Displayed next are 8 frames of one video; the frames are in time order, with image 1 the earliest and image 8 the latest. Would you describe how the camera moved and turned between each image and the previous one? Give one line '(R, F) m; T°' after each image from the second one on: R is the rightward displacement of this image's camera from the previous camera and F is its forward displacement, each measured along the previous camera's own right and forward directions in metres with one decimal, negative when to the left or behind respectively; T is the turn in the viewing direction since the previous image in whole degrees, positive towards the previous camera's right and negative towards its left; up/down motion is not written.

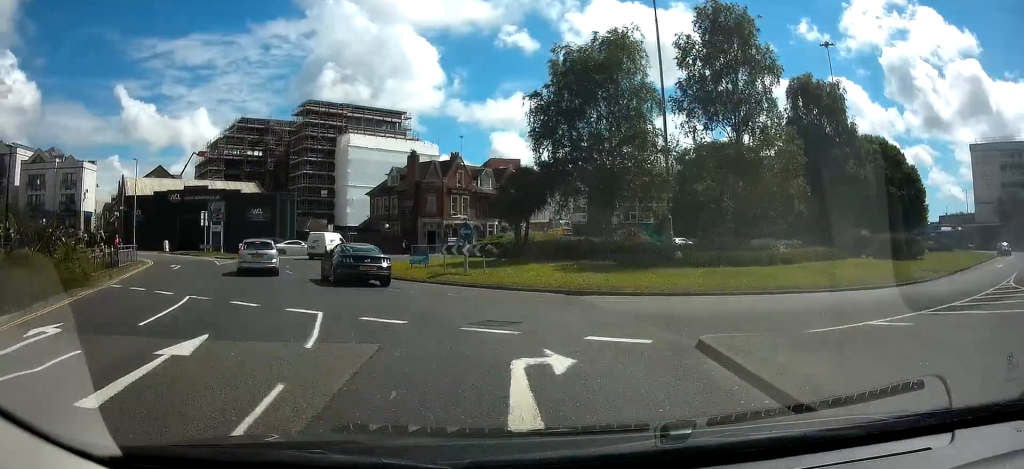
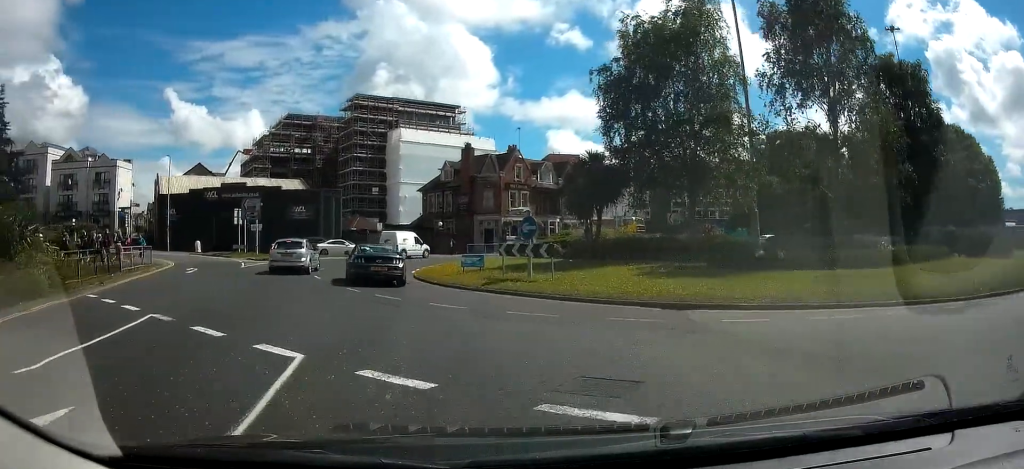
(-0.9, +4.4) m; +3°
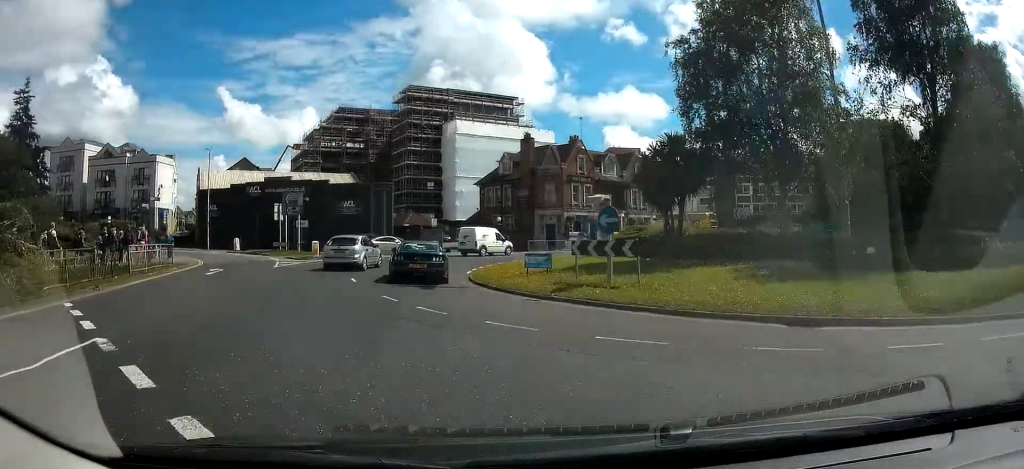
(+0.8, +3.4) m; +2°
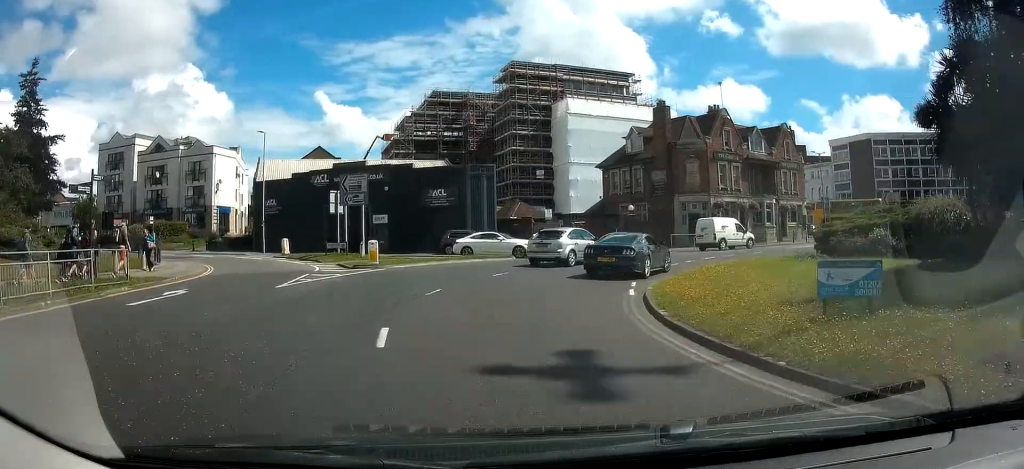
(+0.4, +11.8) m; +2°
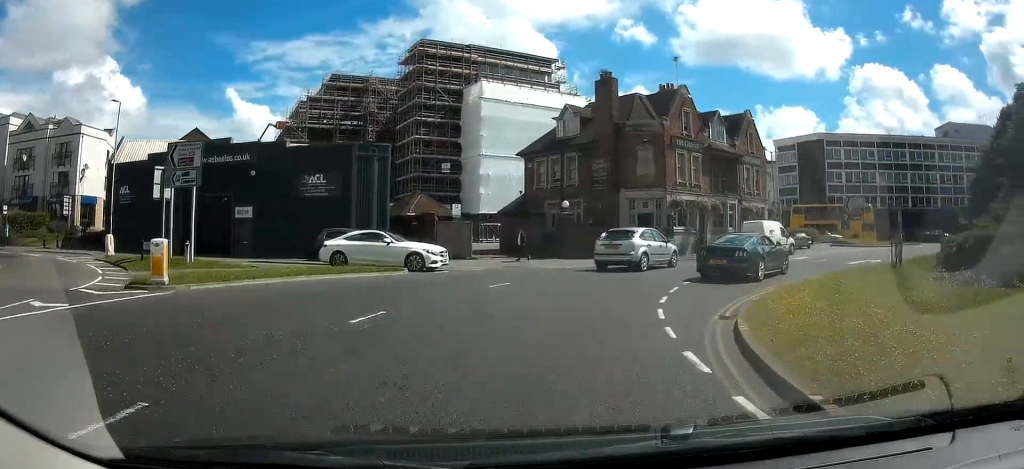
(+0.5, +10.3) m; +14°
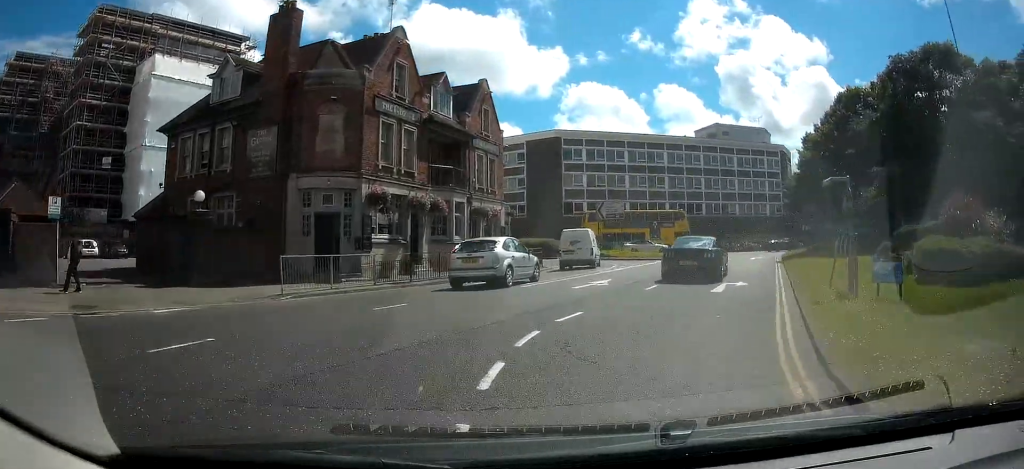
(+3.0, +13.0) m; +20°
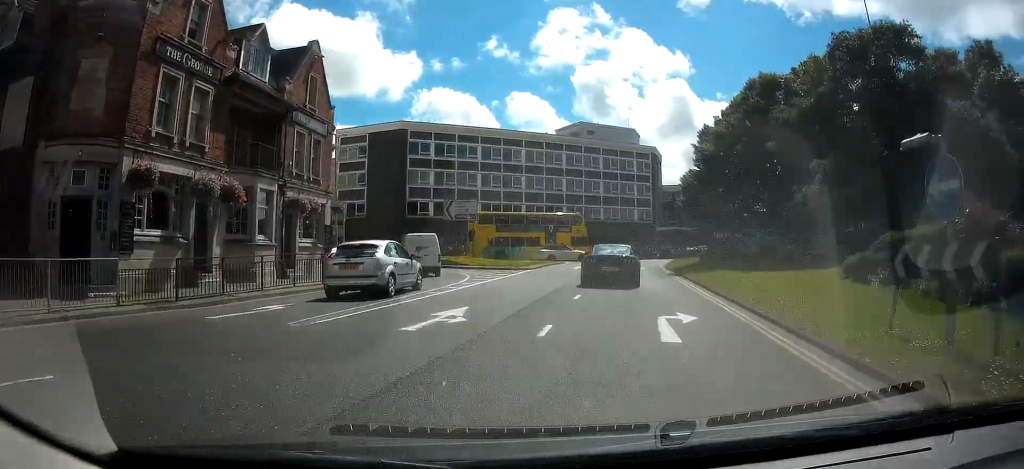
(+0.4, +7.2) m; +3°
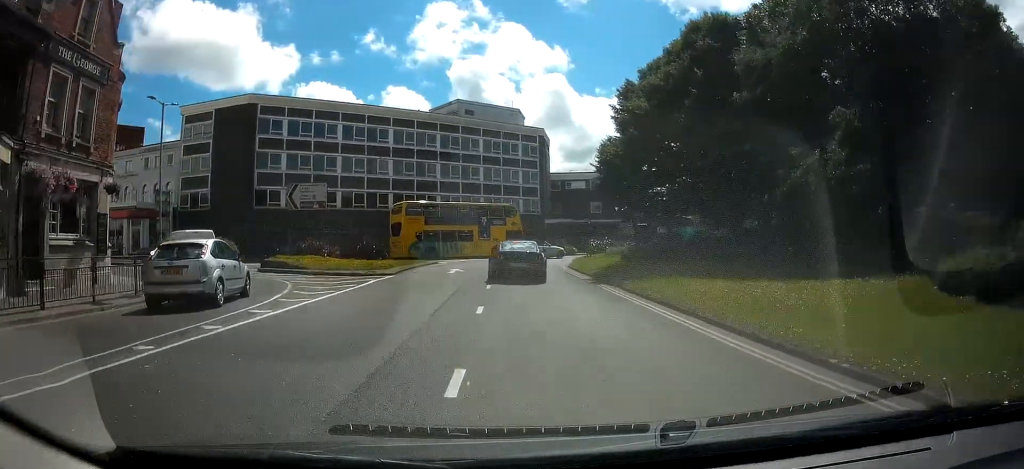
(+0.2, +8.8) m; +12°
